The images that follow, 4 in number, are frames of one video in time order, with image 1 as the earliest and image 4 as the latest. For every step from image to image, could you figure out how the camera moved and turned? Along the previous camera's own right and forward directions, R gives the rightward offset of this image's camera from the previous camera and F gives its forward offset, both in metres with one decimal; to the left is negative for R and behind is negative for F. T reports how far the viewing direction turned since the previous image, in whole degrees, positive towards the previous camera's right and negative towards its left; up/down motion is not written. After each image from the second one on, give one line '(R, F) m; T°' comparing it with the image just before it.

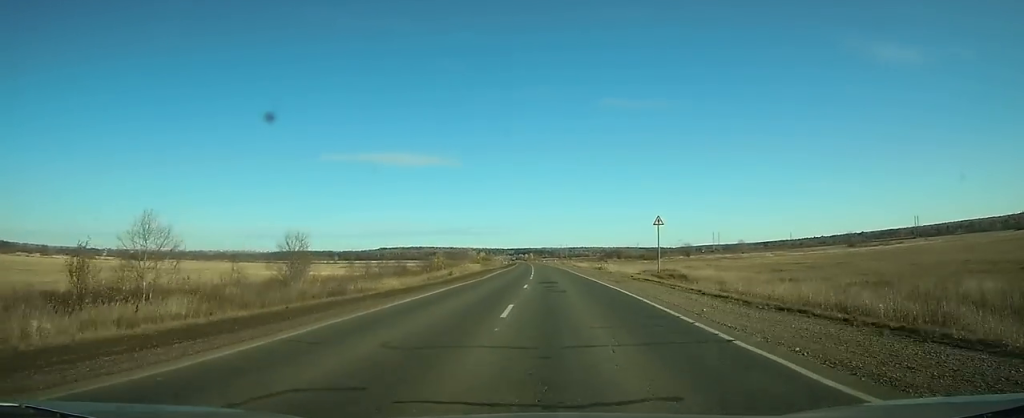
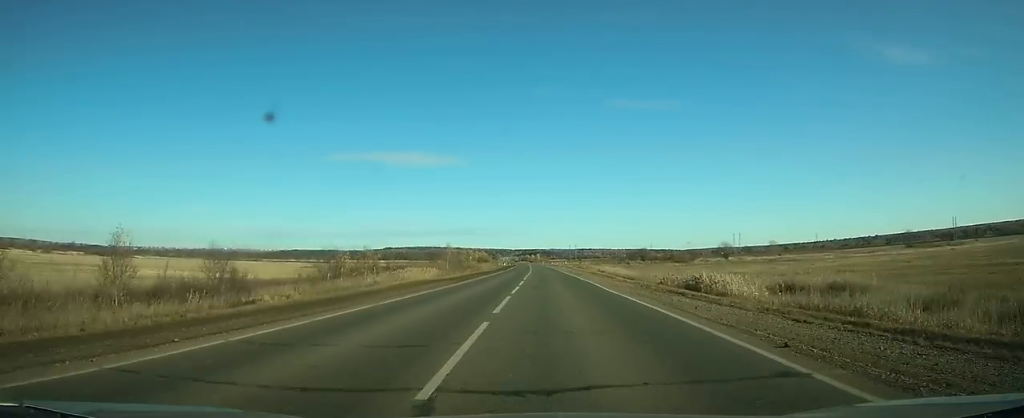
(-0.1, +52.3) m; -1°
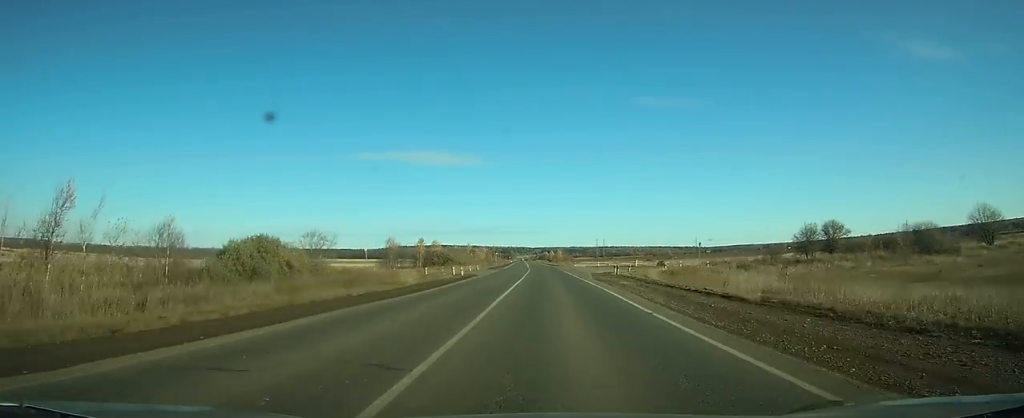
(-4.4, +147.5) m; -3°
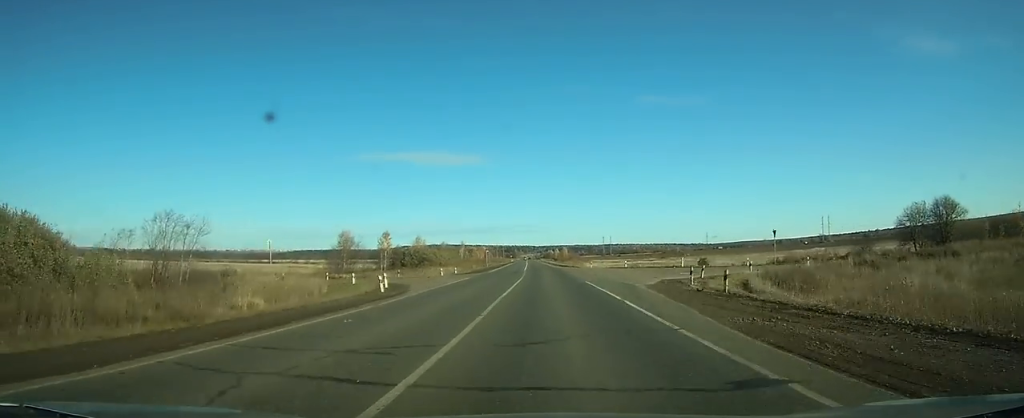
(-0.1, +28.4) m; 0°
